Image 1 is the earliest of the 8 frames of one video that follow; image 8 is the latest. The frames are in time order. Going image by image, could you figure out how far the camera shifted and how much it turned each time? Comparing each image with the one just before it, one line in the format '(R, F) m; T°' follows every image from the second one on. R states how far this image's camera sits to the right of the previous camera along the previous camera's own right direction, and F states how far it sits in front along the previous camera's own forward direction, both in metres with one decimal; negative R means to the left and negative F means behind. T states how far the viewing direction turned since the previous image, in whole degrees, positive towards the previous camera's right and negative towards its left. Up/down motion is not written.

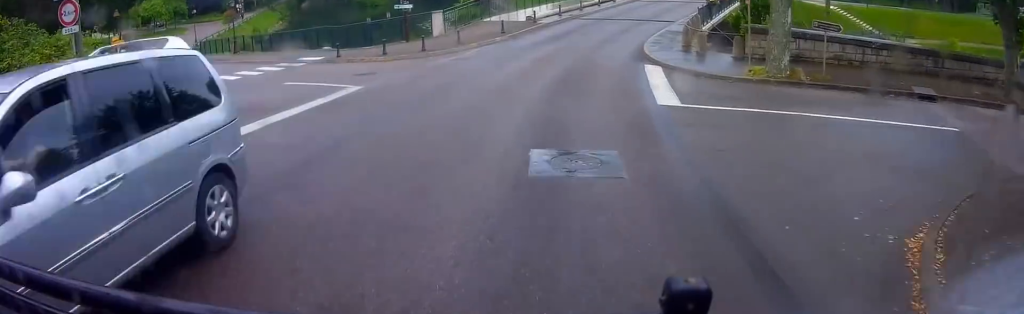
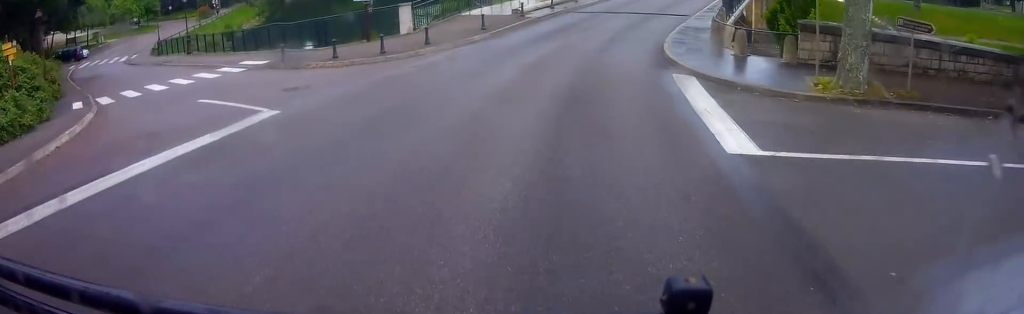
(+0.6, +4.7) m; 0°
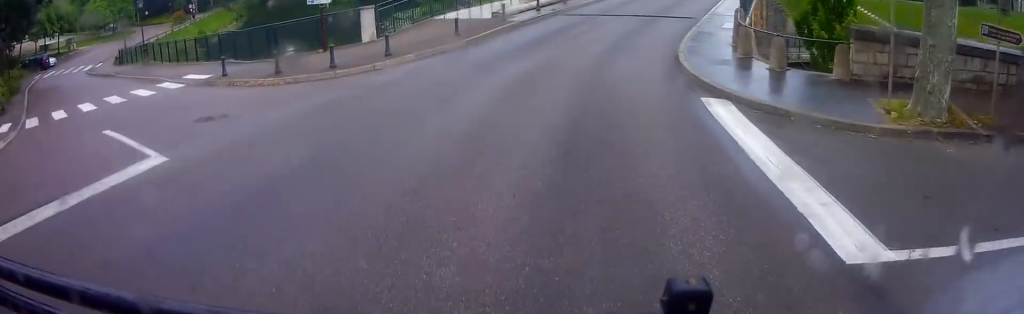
(0.0, +3.2) m; +1°
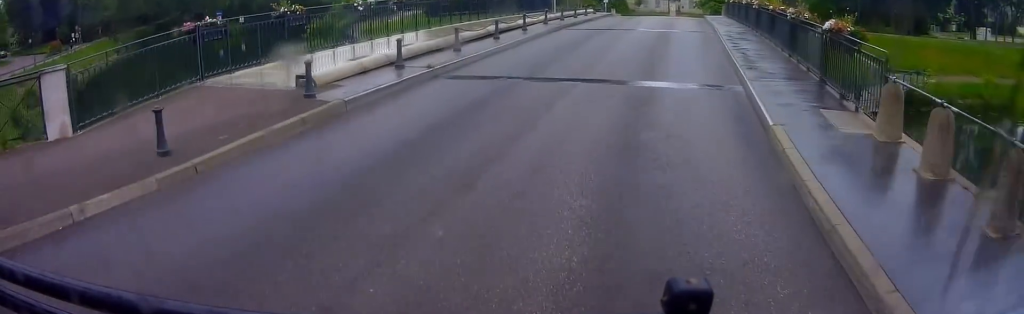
(+0.4, +10.6) m; +7°
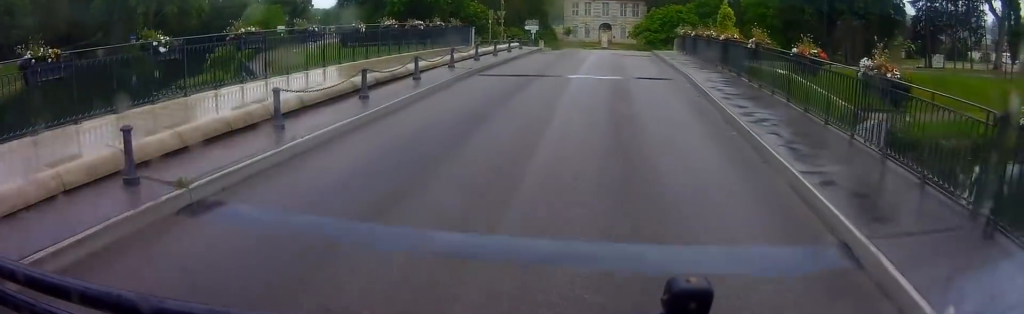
(0.0, +6.2) m; +6°
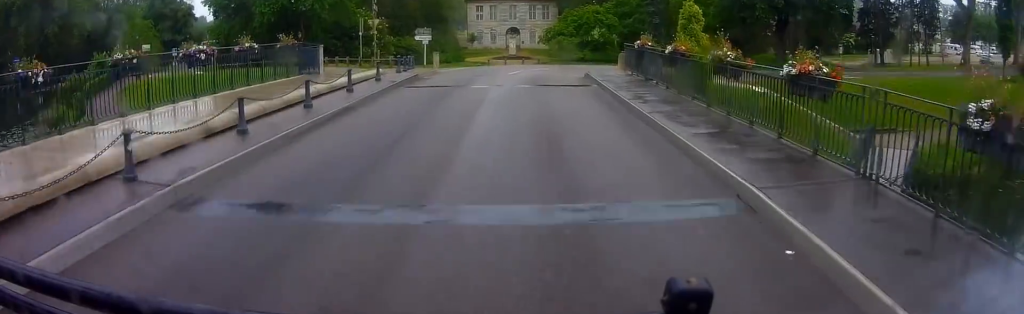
(+1.4, +10.8) m; +10°
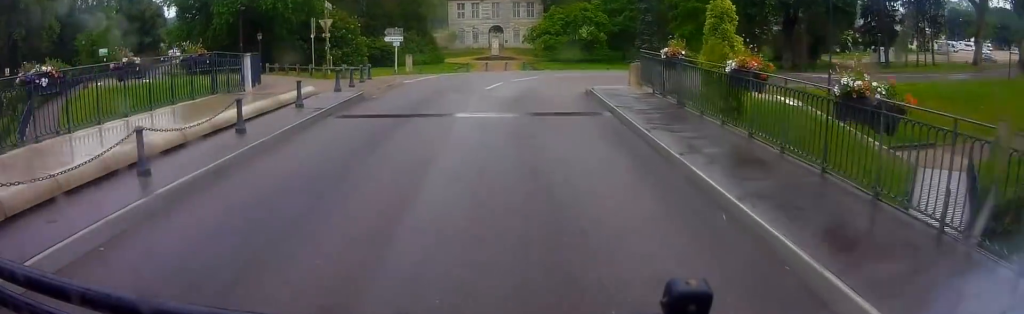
(0.0, +5.6) m; 0°
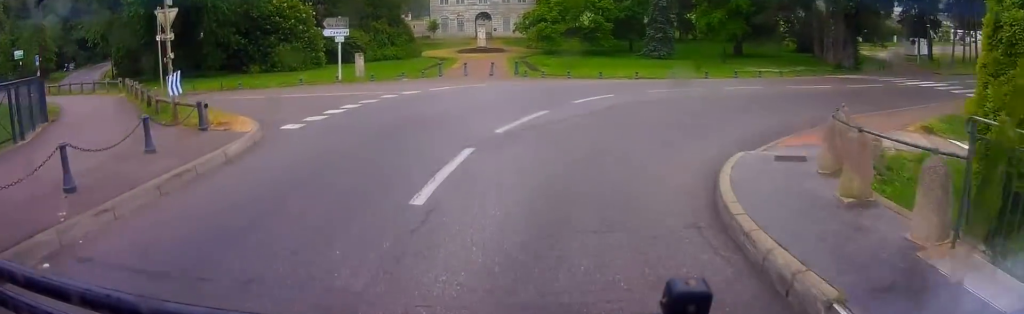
(+0.8, +13.3) m; +4°
